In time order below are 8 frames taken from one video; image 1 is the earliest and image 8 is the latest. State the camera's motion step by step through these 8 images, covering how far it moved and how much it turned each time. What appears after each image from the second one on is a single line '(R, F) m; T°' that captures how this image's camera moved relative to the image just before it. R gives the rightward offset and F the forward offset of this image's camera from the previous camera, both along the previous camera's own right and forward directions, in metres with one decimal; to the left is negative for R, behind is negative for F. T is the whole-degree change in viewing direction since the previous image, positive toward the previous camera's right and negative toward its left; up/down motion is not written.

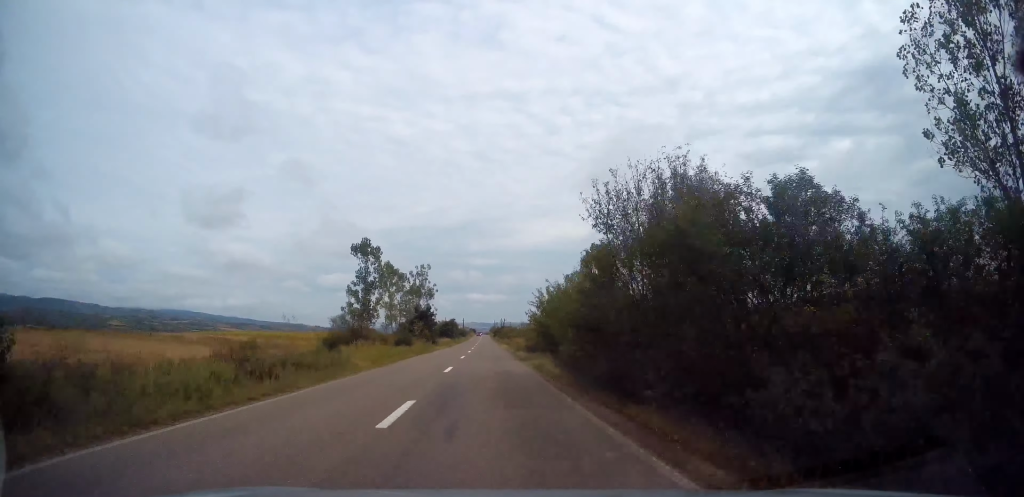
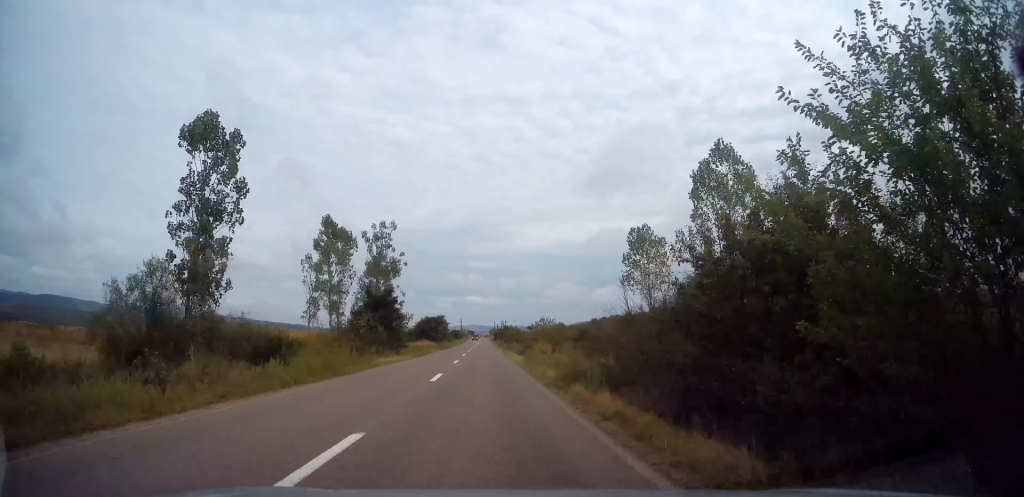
(-0.2, +26.9) m; 0°
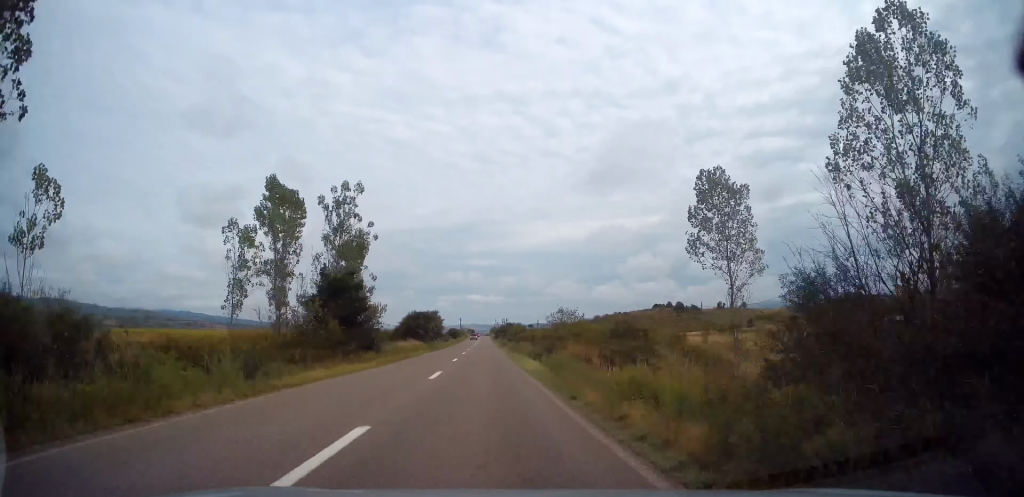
(+0.3, +11.3) m; 0°
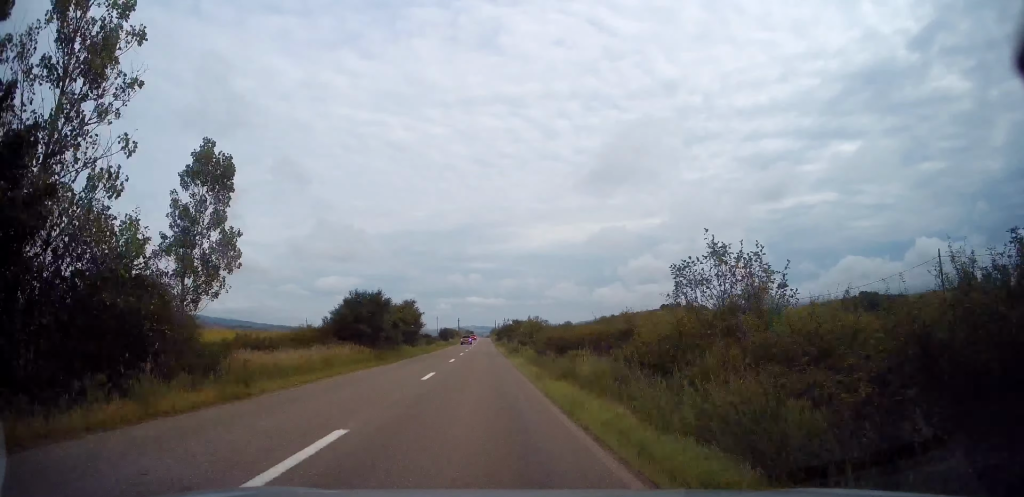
(-0.3, +23.5) m; -1°
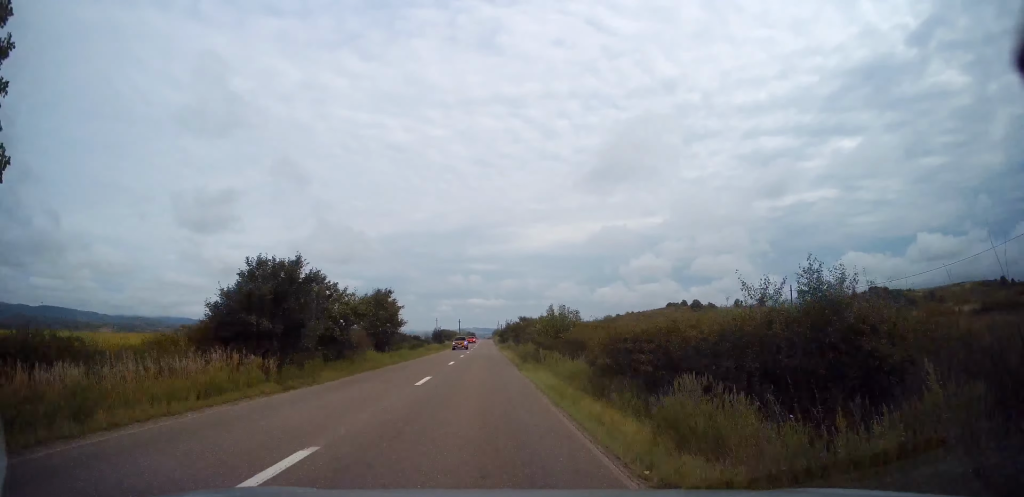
(-0.1, +13.1) m; 0°
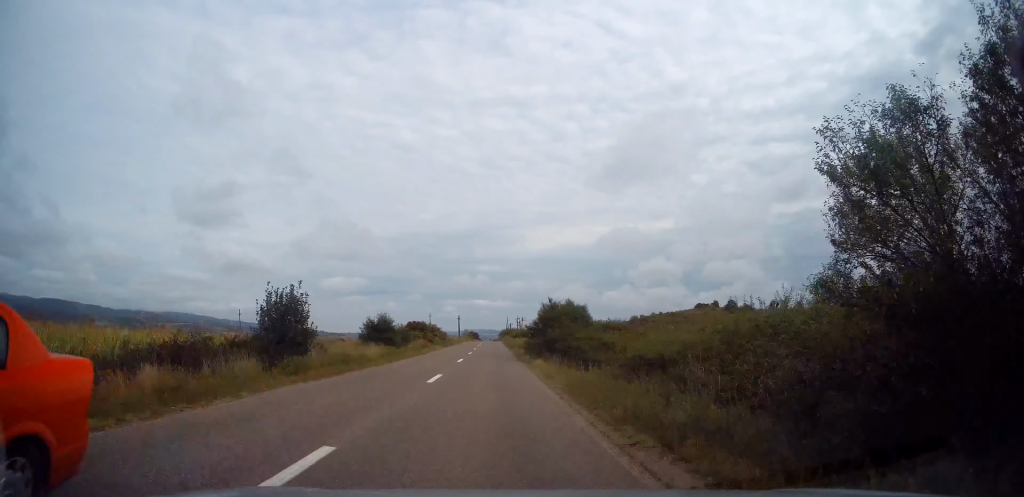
(+0.2, +58.8) m; 0°
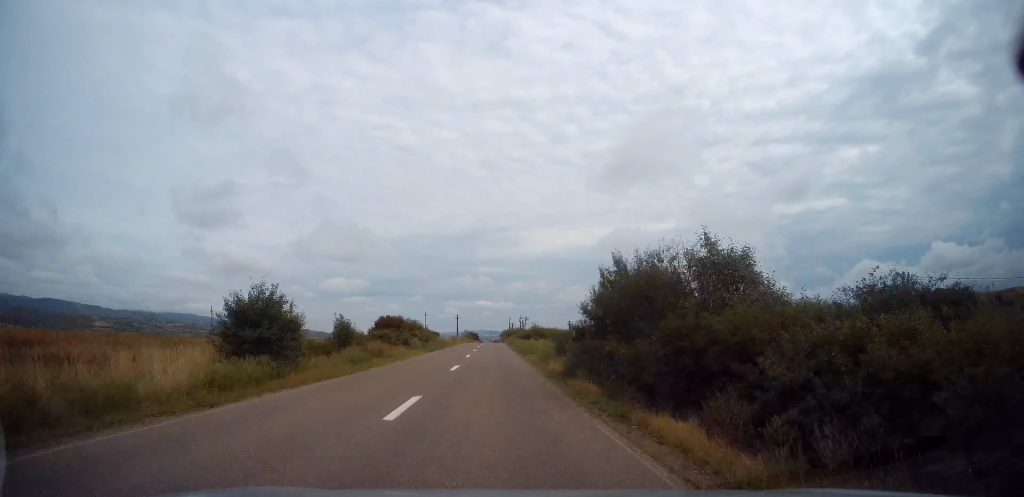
(-0.1, +18.4) m; 0°
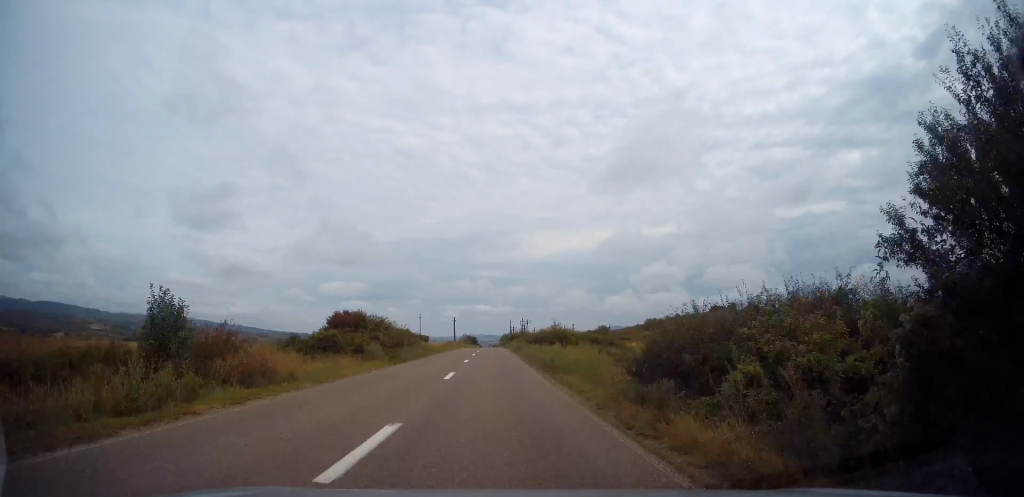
(+0.1, +14.8) m; +1°
